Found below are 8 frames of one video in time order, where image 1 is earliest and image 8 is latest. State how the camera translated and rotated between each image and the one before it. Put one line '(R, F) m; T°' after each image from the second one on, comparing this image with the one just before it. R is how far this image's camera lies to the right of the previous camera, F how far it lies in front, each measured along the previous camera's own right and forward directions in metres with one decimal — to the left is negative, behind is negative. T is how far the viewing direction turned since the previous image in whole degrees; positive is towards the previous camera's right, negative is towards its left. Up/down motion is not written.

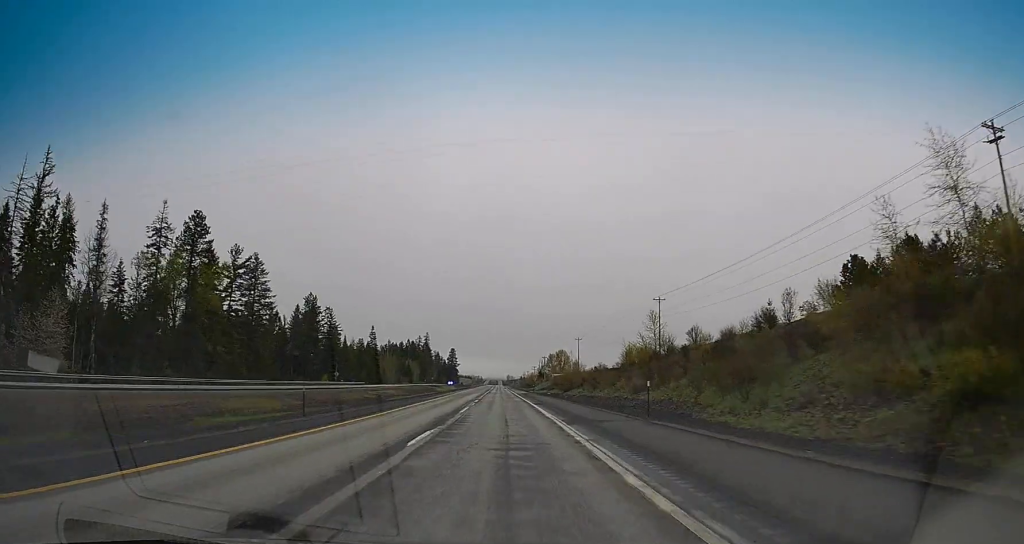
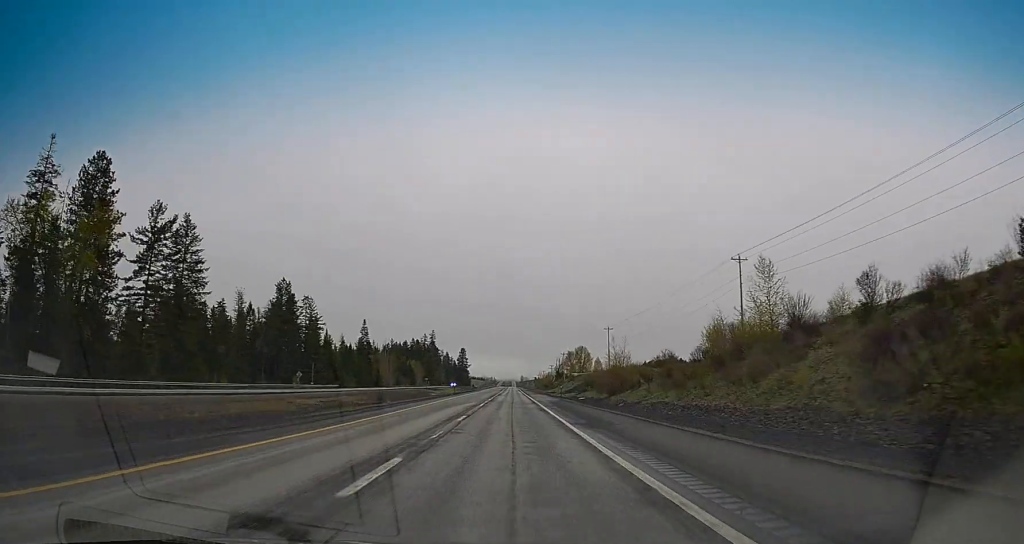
(-0.8, +37.7) m; -3°
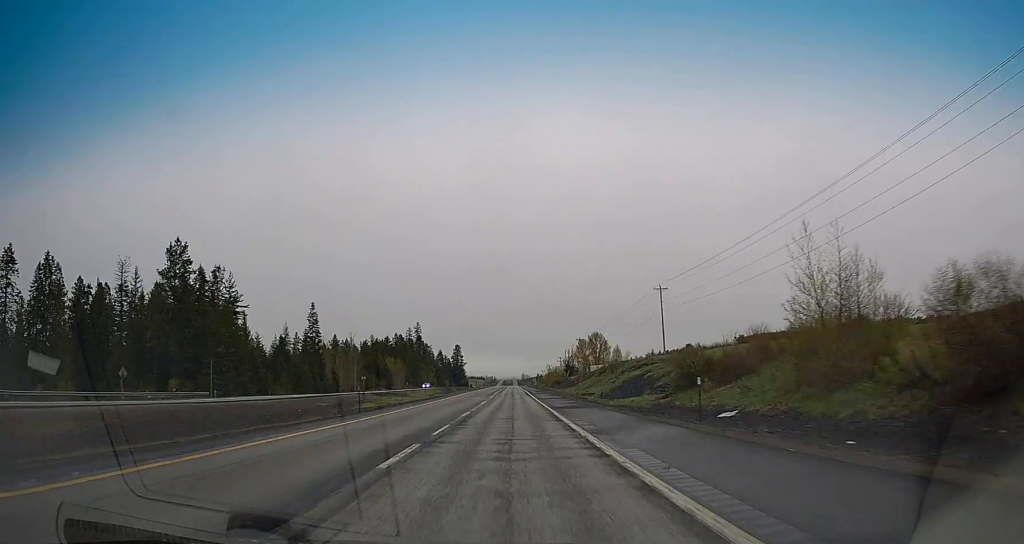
(-0.8, +60.0) m; -1°
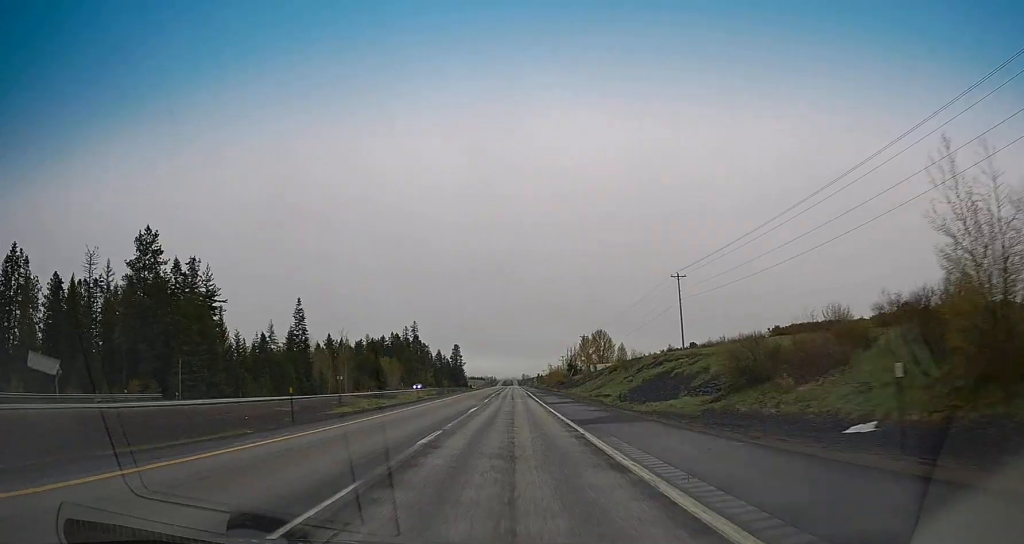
(0.0, +11.6) m; 0°
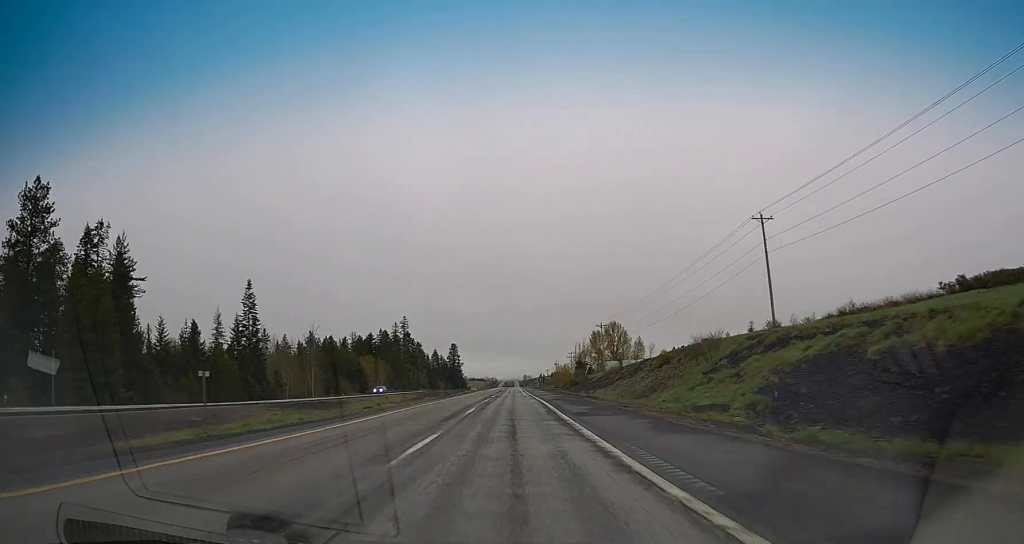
(-0.3, +32.8) m; -1°
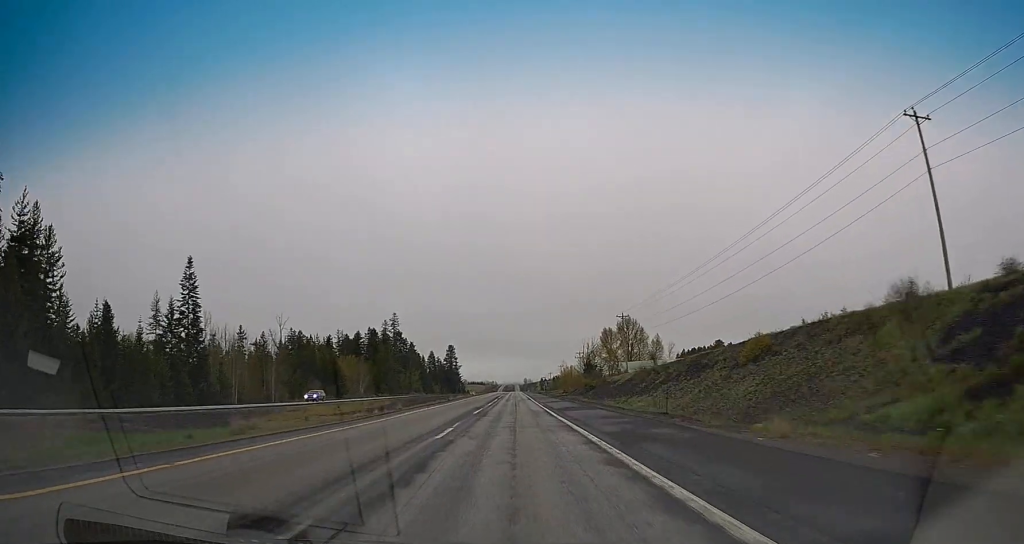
(-0.2, +27.1) m; 0°
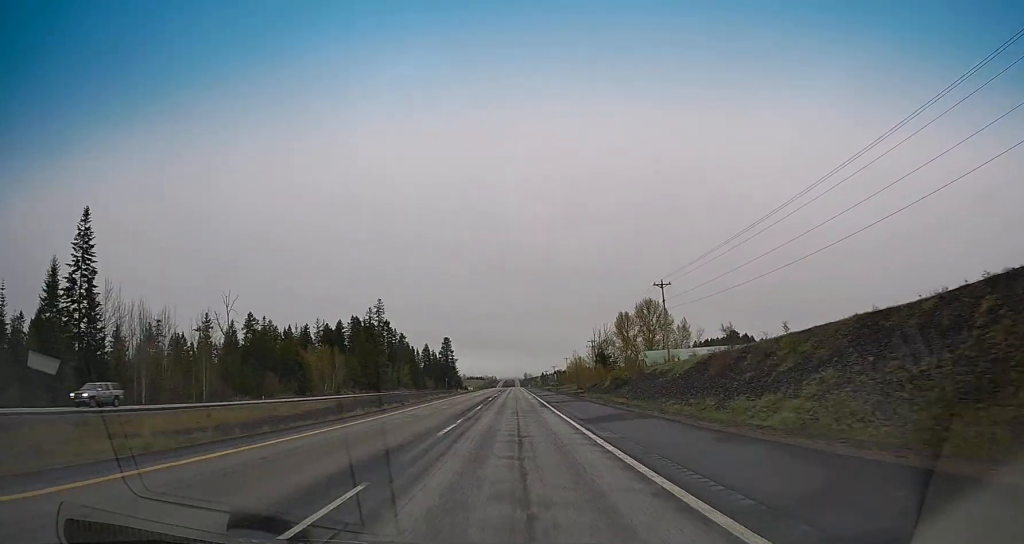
(+0.1, +31.1) m; 0°
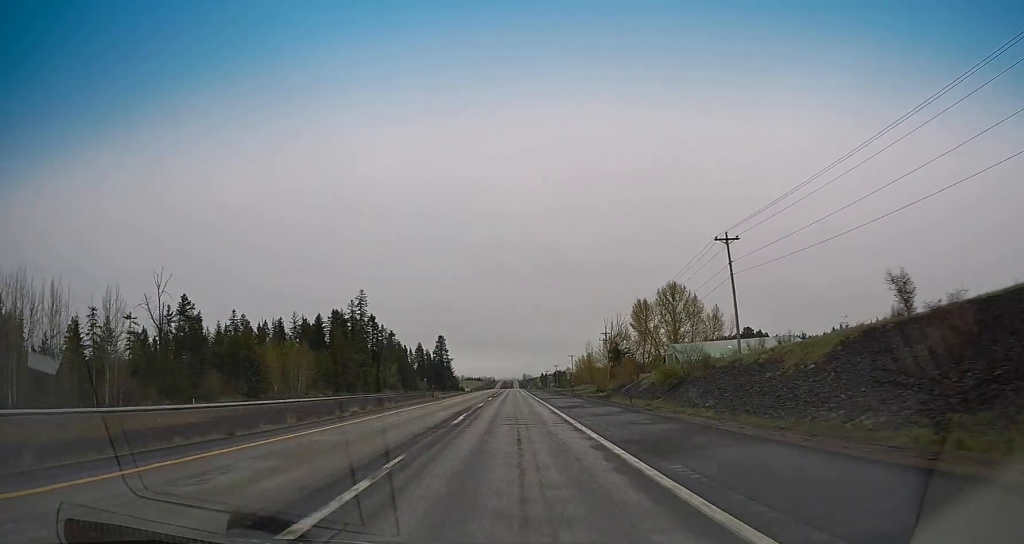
(+0.1, +27.3) m; +1°
